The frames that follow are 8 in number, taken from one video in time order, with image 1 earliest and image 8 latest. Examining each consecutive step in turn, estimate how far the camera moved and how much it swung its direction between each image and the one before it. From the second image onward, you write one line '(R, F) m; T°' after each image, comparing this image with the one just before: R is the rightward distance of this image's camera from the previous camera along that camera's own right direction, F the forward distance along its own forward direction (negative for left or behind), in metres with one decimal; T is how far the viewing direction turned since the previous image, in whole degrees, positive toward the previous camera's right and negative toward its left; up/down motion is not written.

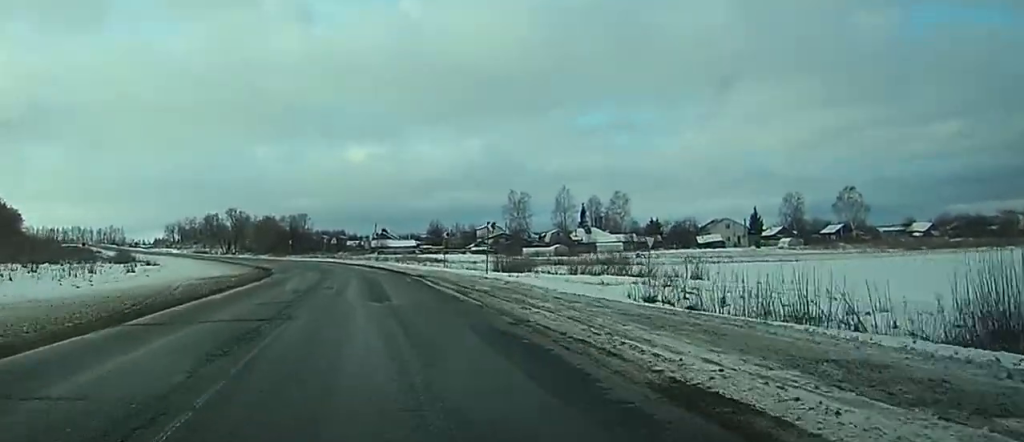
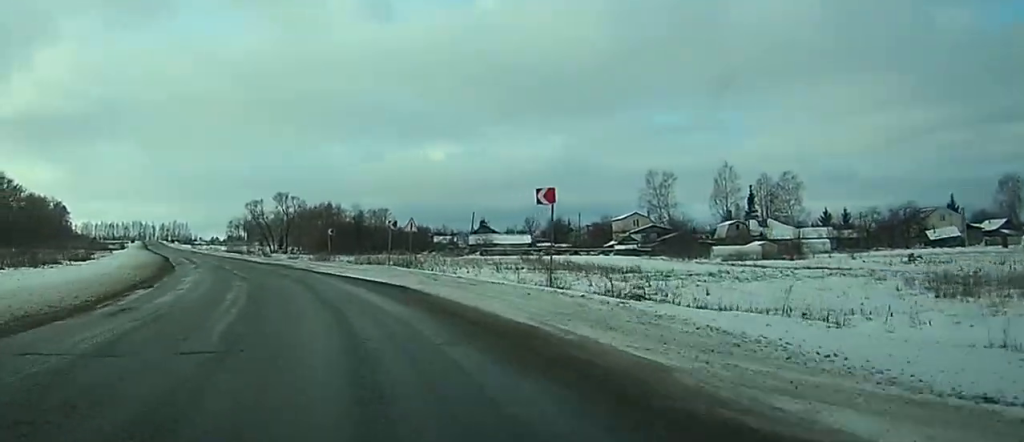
(-2.6, +63.2) m; -7°
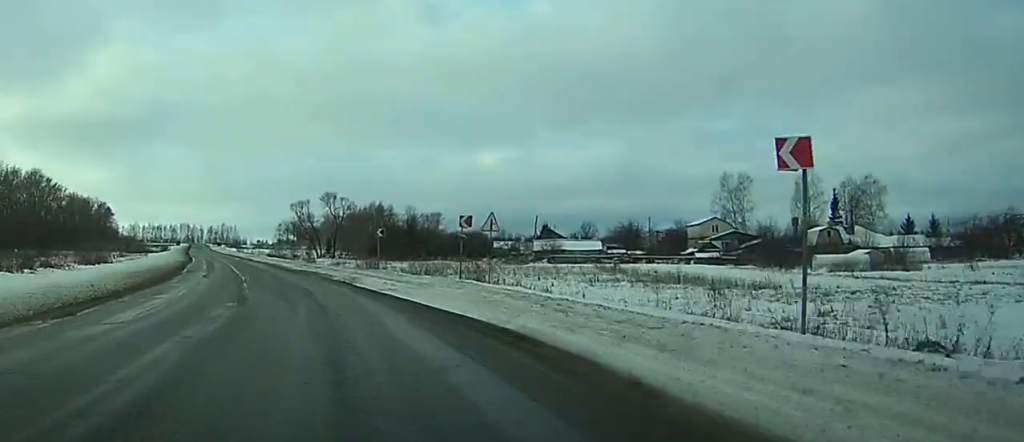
(-0.5, +13.5) m; -2°
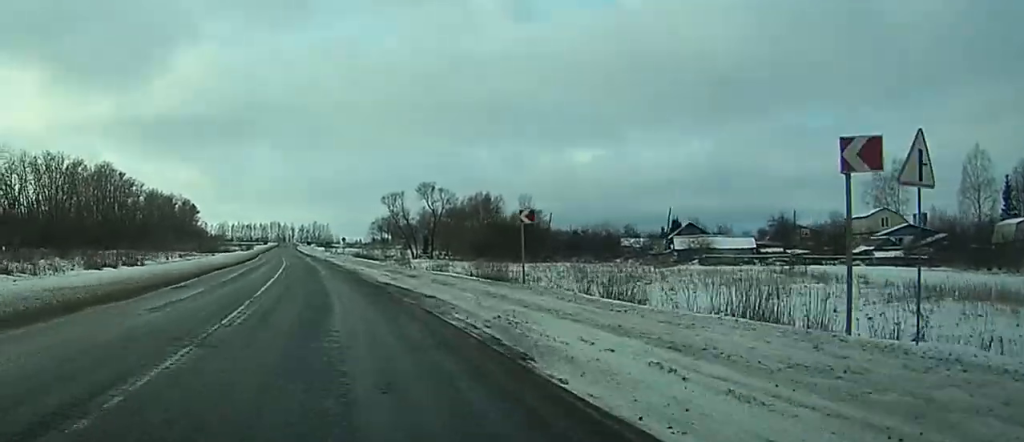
(-0.3, +24.1) m; -6°
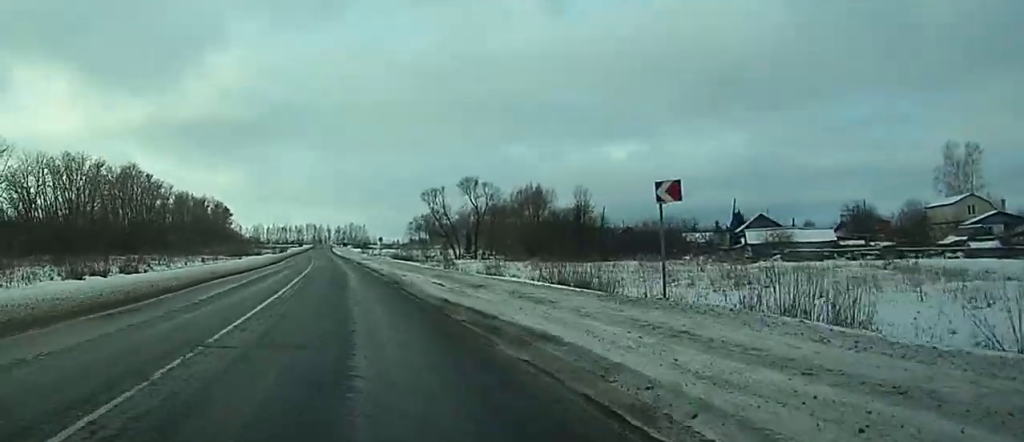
(-0.4, +11.2) m; -2°
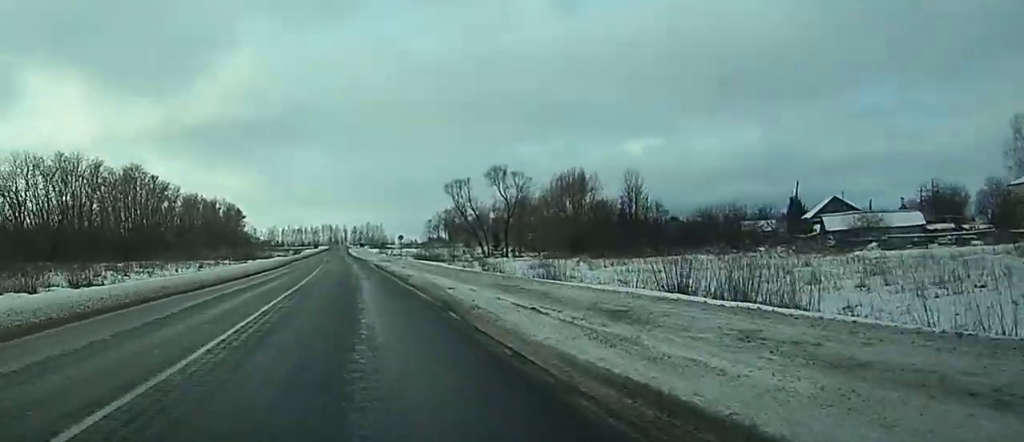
(-1.4, +14.3) m; -2°
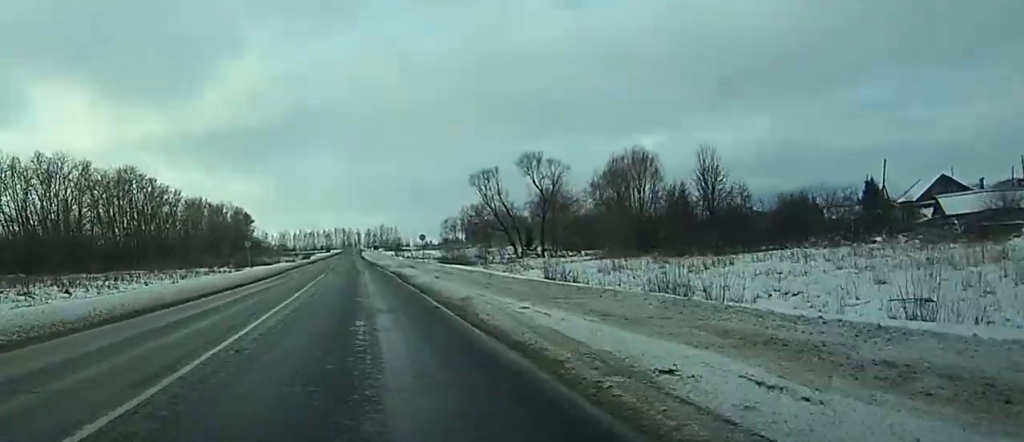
(+0.8, +17.3) m; 0°
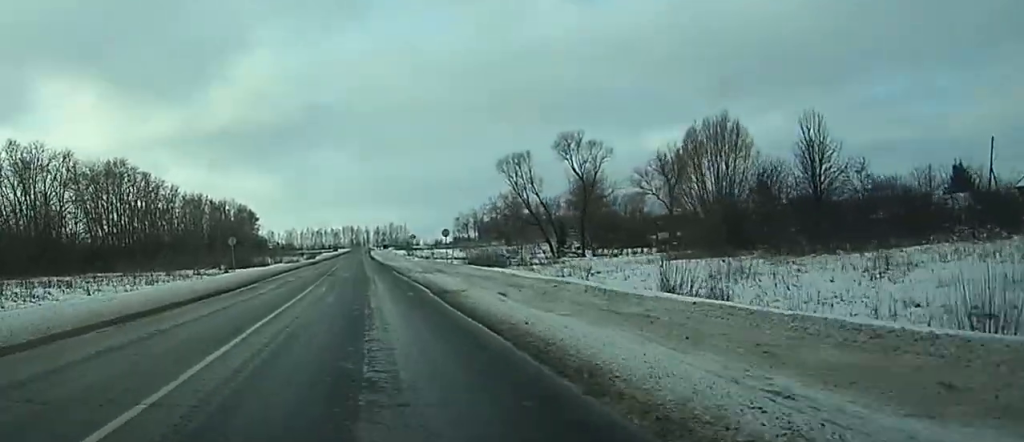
(0.0, +16.6) m; -1°
